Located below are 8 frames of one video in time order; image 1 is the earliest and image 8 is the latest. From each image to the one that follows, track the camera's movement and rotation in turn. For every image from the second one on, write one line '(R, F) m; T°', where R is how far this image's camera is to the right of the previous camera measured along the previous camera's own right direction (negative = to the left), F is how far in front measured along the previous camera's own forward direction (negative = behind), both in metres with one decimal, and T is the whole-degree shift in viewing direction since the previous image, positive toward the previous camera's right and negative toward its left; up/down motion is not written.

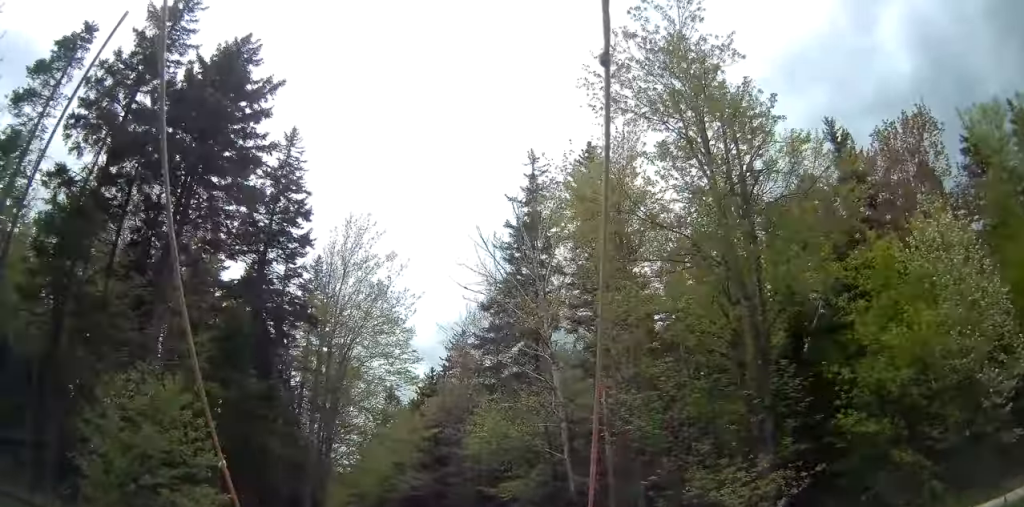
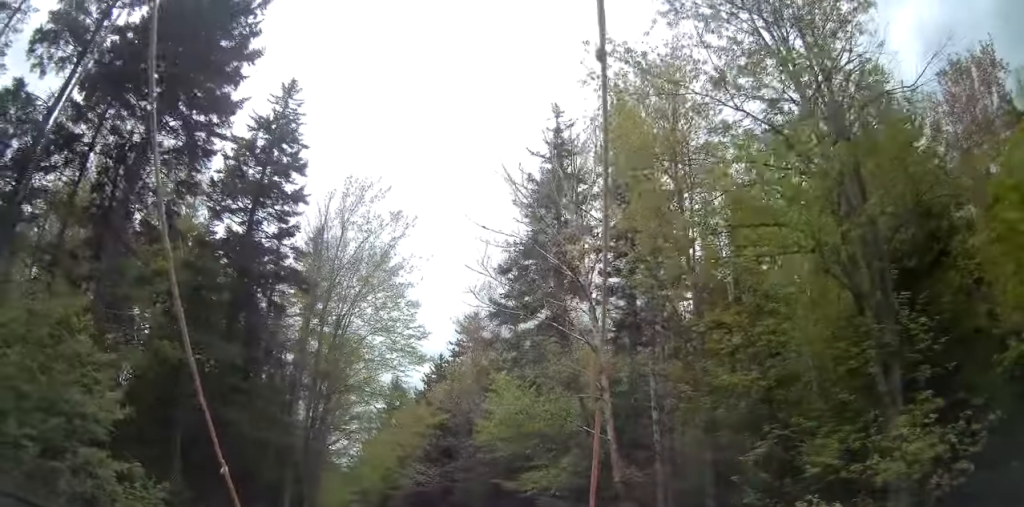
(+0.1, +4.3) m; 0°
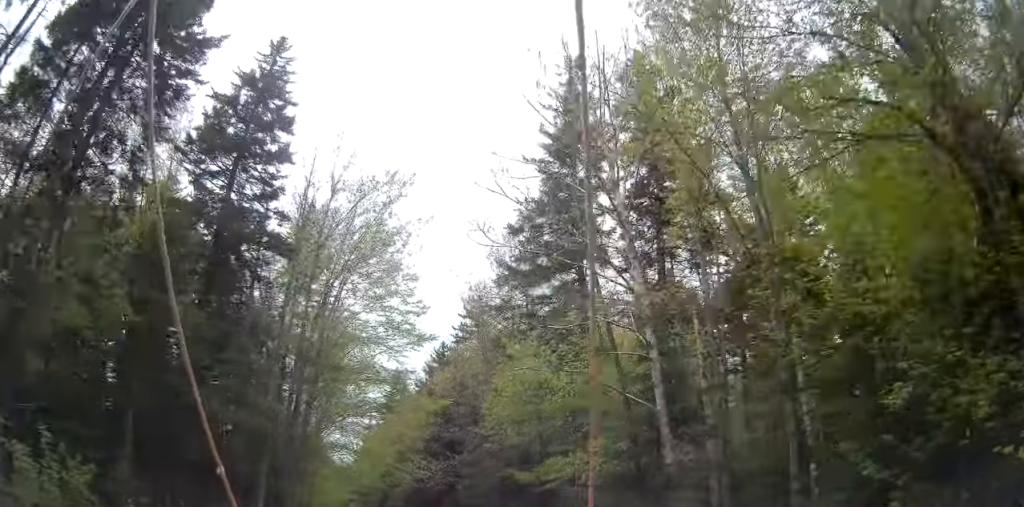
(0.0, +3.5) m; -1°
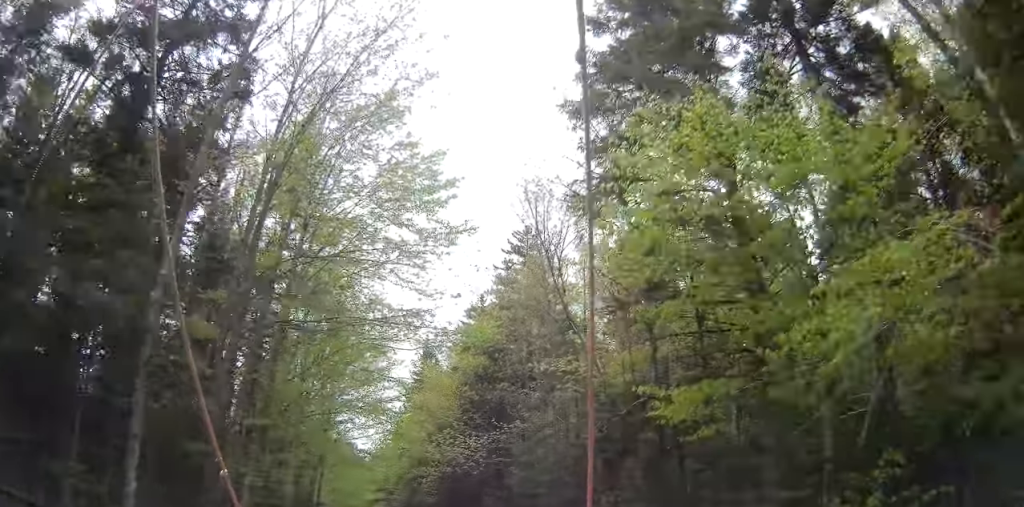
(-0.4, +10.1) m; -4°
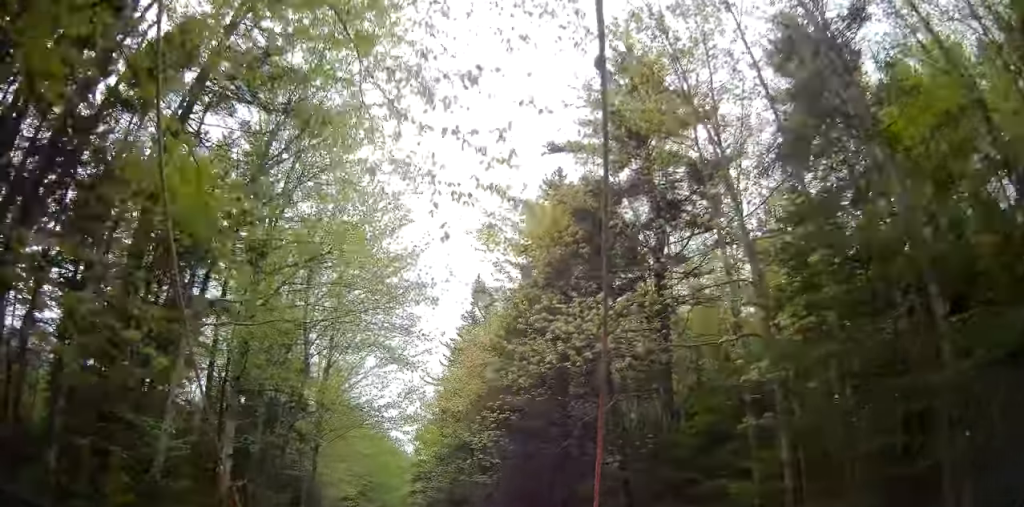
(-0.3, +14.3) m; -5°
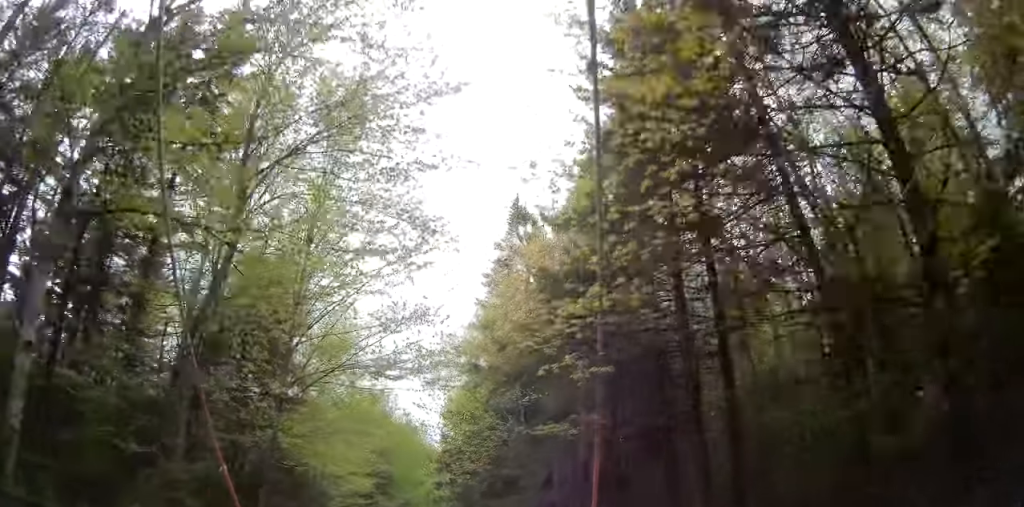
(-0.5, +9.8) m; -3°
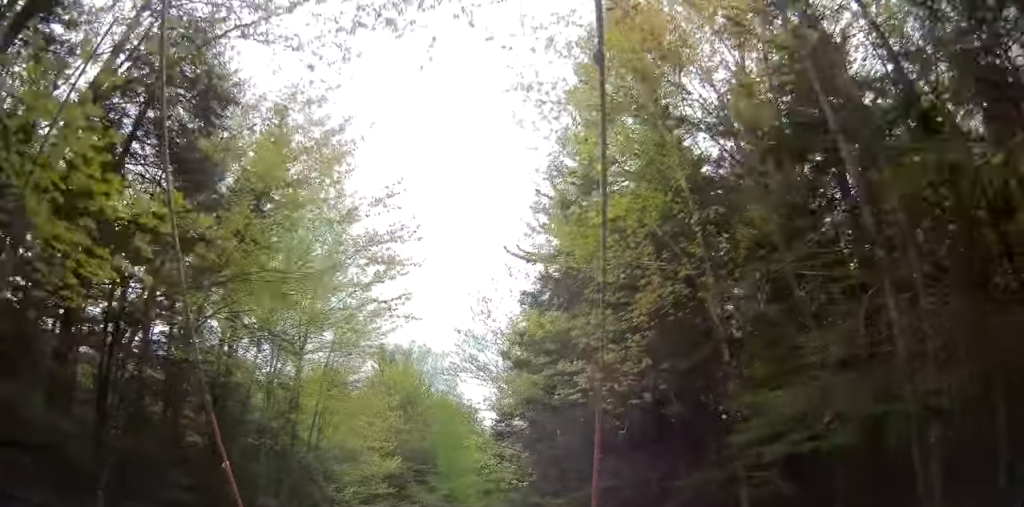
(+0.3, +13.6) m; 0°
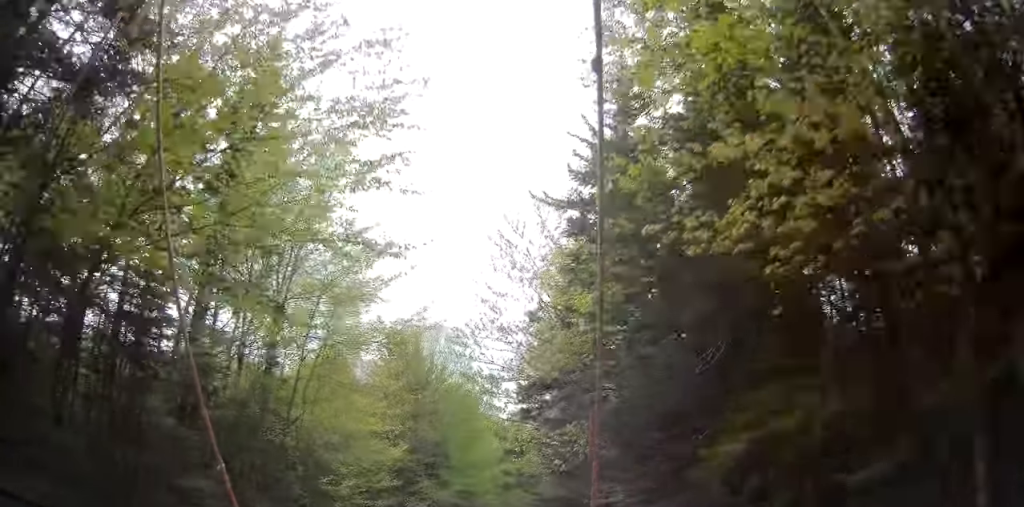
(0.0, +4.6) m; -1°
